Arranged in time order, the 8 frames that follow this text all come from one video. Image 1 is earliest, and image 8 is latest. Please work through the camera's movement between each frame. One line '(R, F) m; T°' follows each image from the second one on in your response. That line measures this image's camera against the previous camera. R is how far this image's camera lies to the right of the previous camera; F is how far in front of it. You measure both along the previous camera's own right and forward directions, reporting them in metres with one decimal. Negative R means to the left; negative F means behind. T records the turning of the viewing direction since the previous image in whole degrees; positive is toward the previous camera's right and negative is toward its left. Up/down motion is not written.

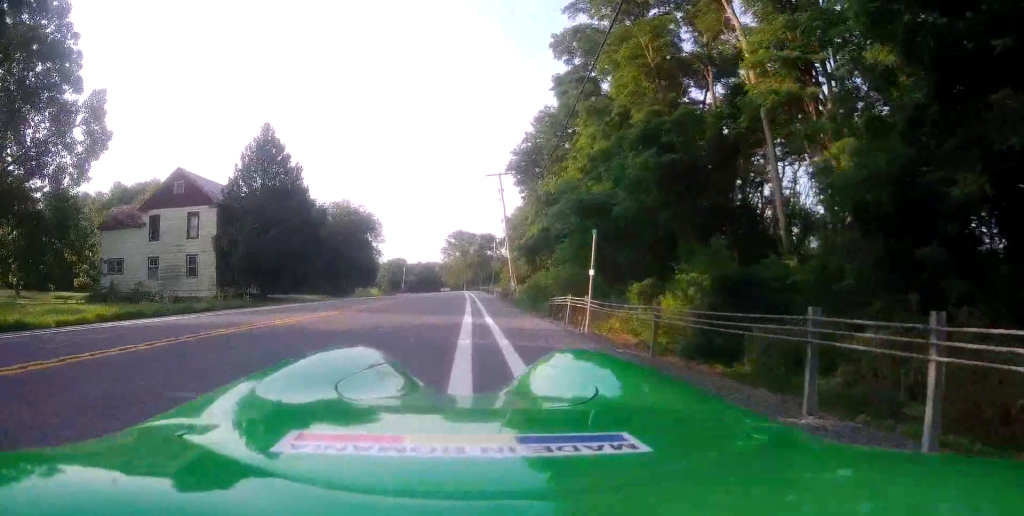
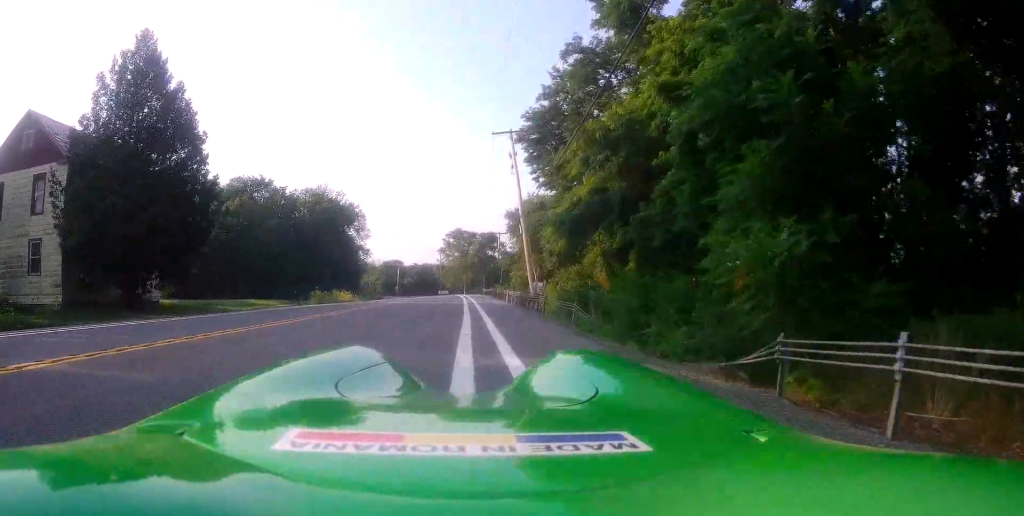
(+0.7, +15.7) m; +5°
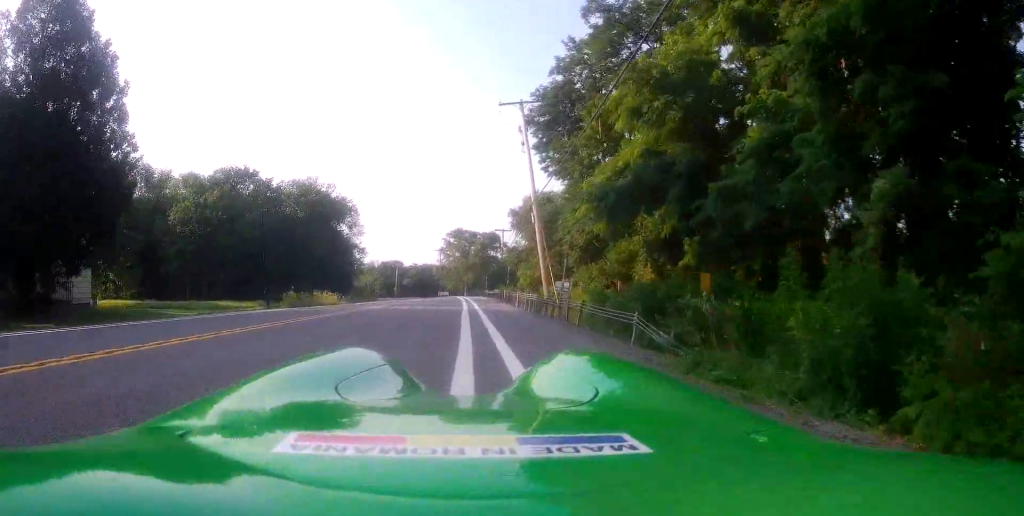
(-0.3, +6.2) m; +1°
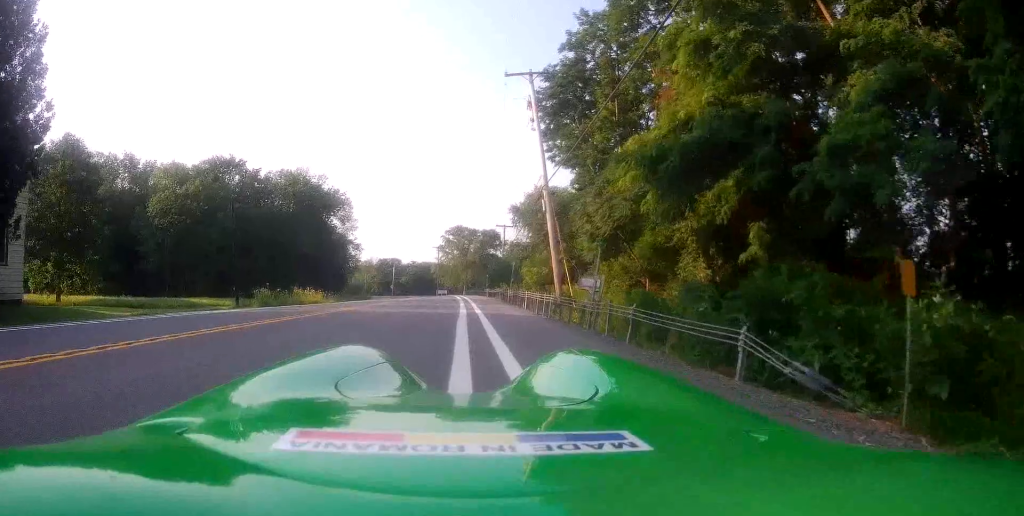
(+0.3, +4.7) m; 0°
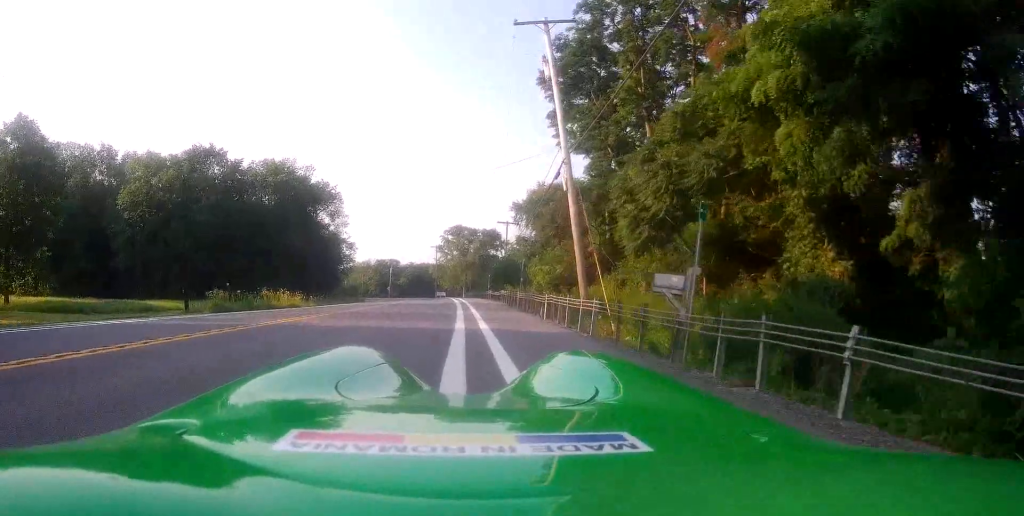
(-0.2, +5.7) m; -3°
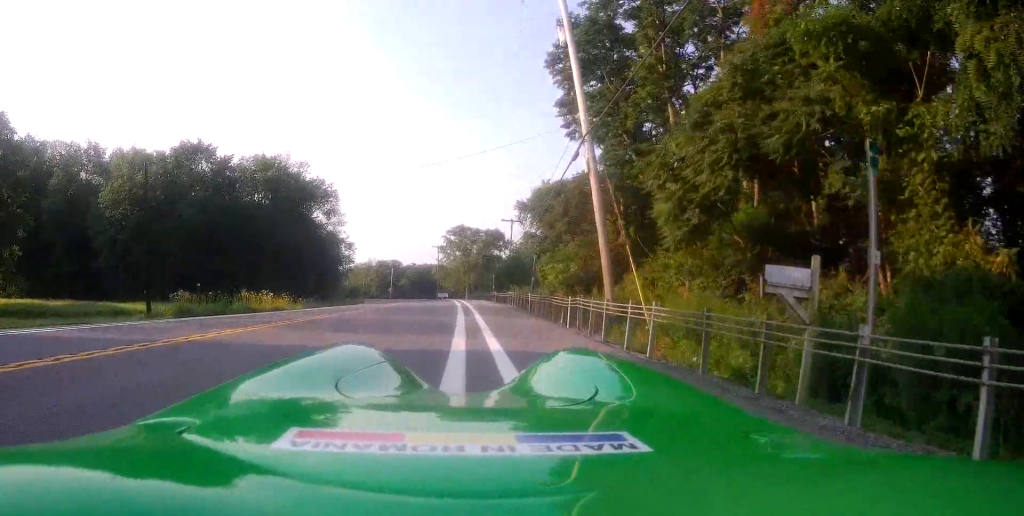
(-0.1, +3.4) m; -1°
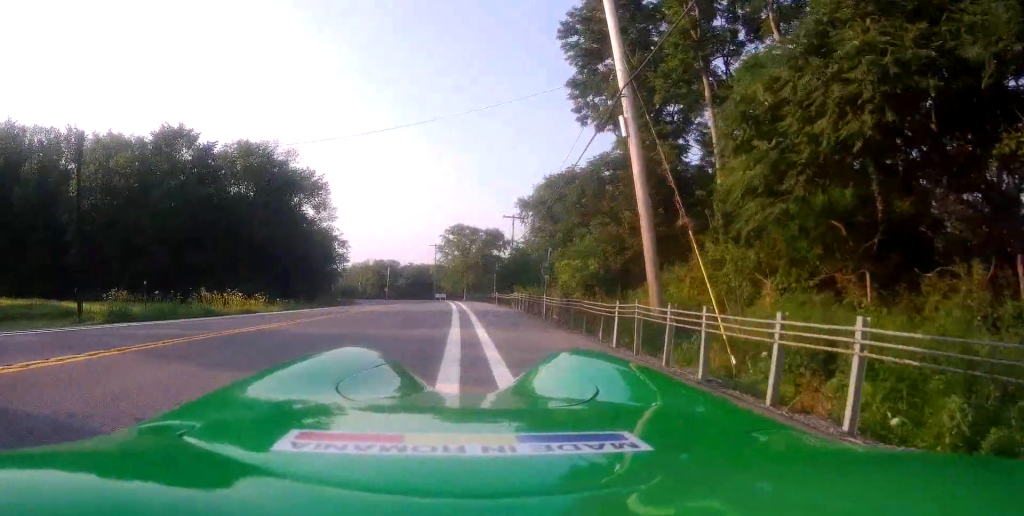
(-0.1, +4.2) m; +3°
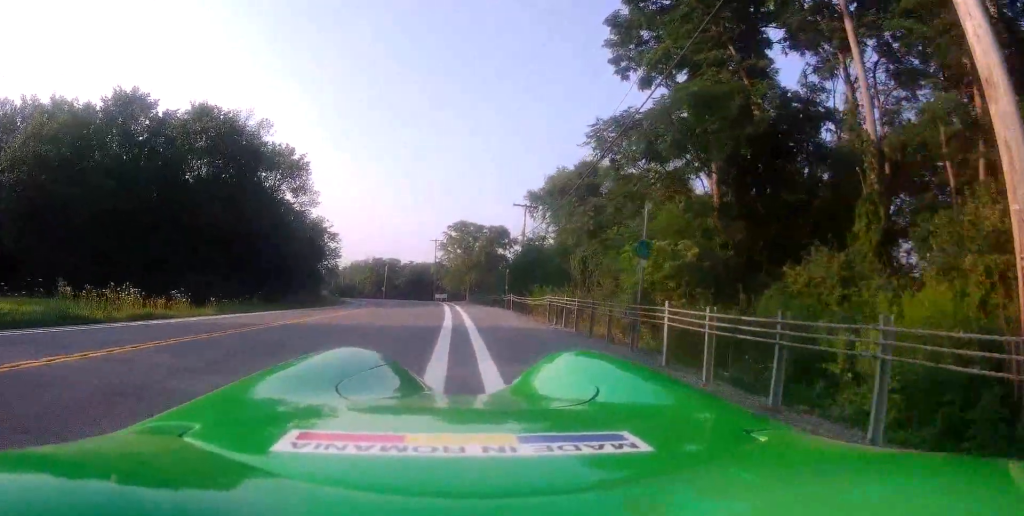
(+0.5, +9.9) m; 0°
